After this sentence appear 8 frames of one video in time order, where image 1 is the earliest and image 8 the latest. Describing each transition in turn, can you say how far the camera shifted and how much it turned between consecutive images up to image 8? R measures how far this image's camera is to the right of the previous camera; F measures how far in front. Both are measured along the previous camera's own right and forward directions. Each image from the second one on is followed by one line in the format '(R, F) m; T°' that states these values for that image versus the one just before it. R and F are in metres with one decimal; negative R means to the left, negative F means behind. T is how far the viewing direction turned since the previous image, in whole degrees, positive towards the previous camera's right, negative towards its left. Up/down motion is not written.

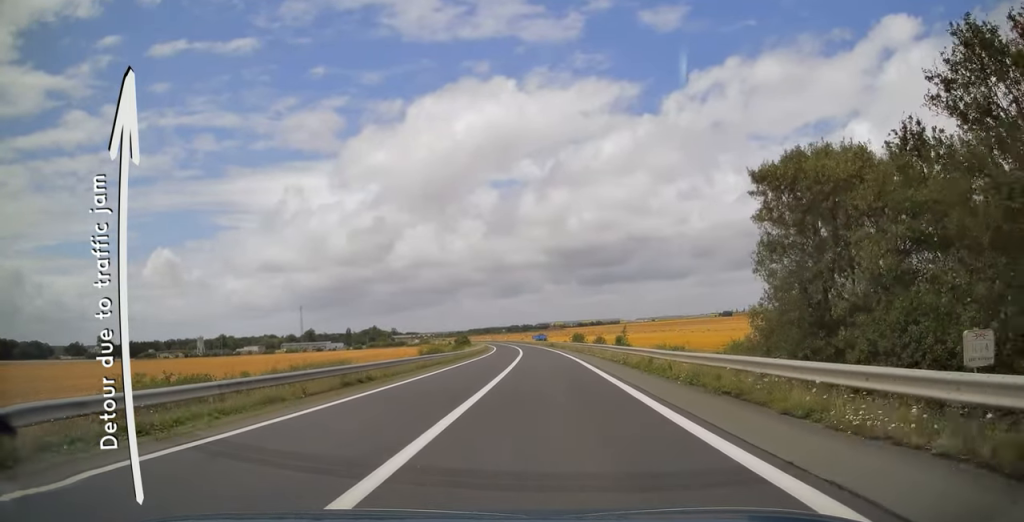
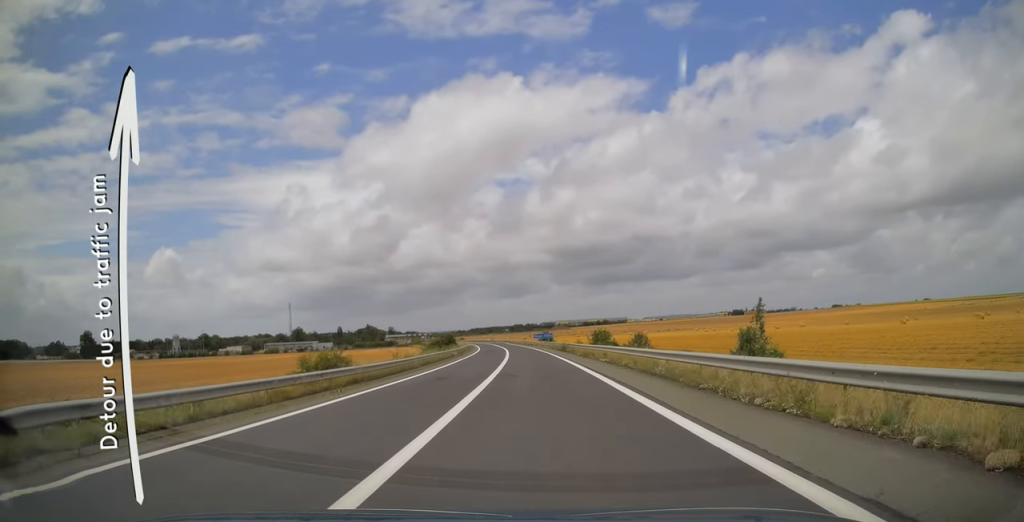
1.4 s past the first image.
(-0.5, +37.4) m; -1°
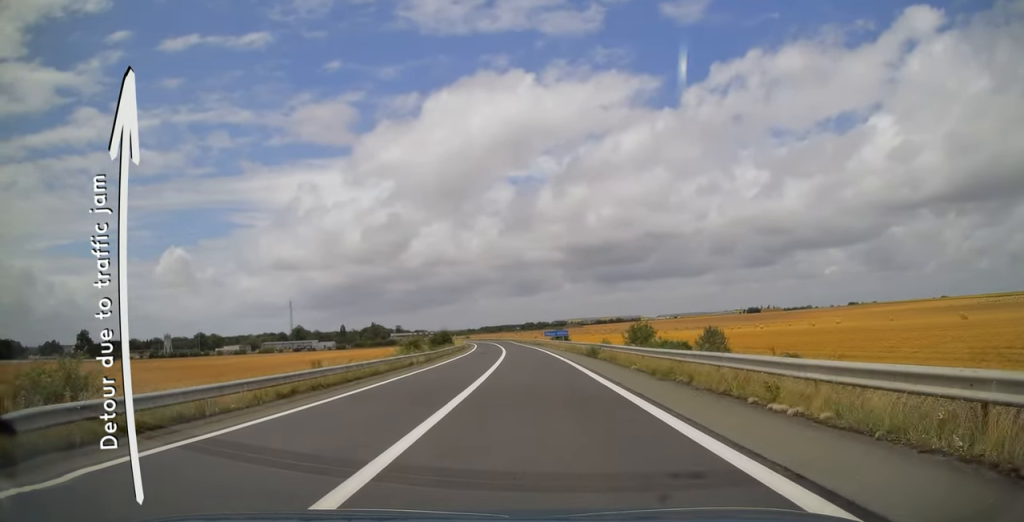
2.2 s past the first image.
(0.0, +23.5) m; -1°
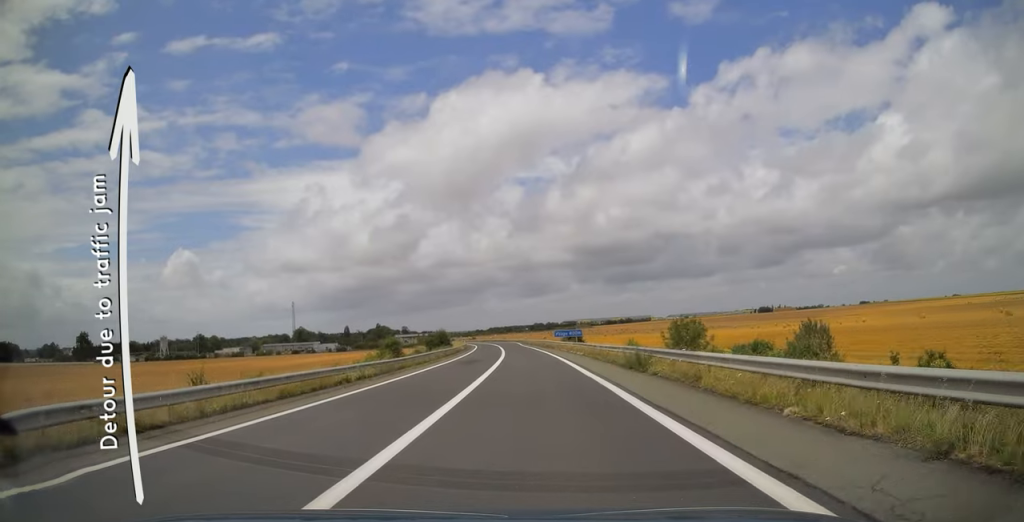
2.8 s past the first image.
(-0.1, +14.0) m; -1°
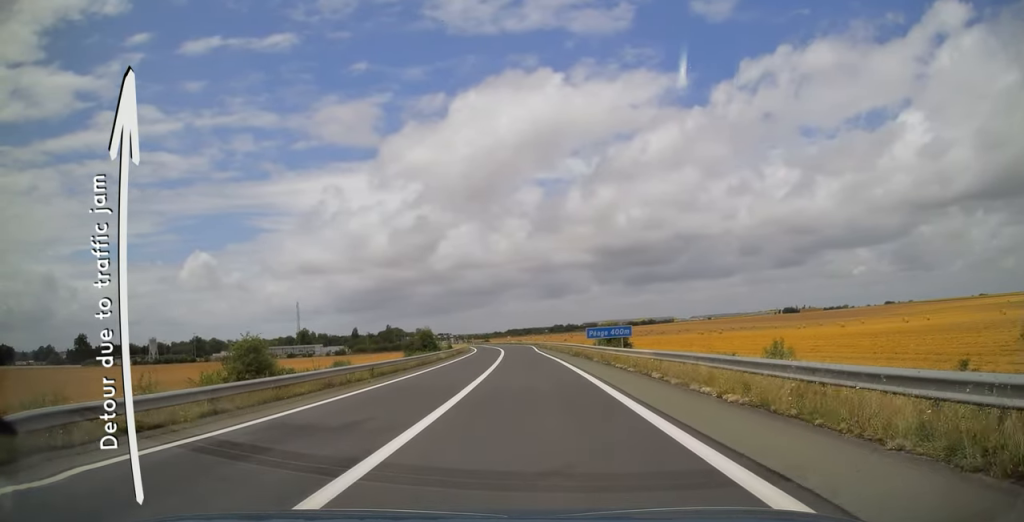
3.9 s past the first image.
(-0.5, +30.6) m; -2°
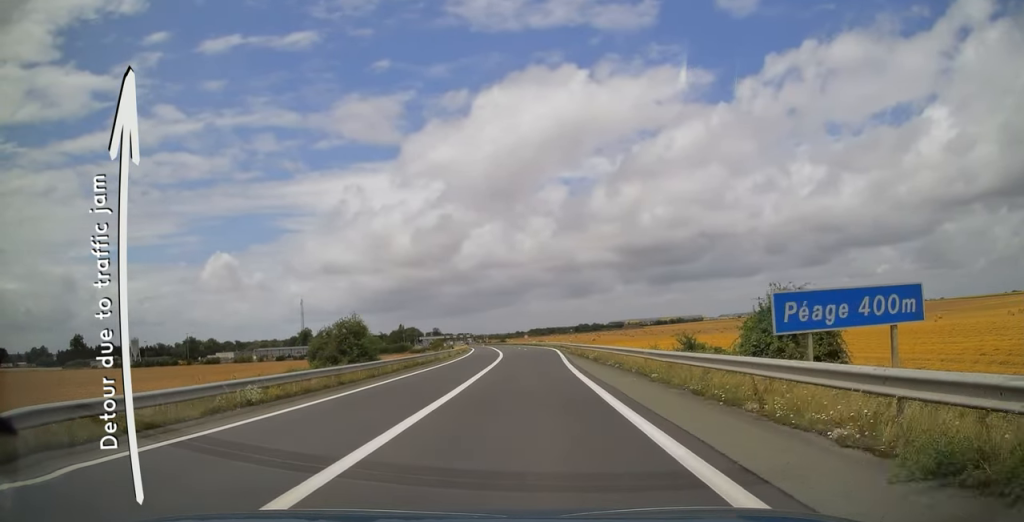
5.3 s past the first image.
(-0.8, +38.6) m; -2°
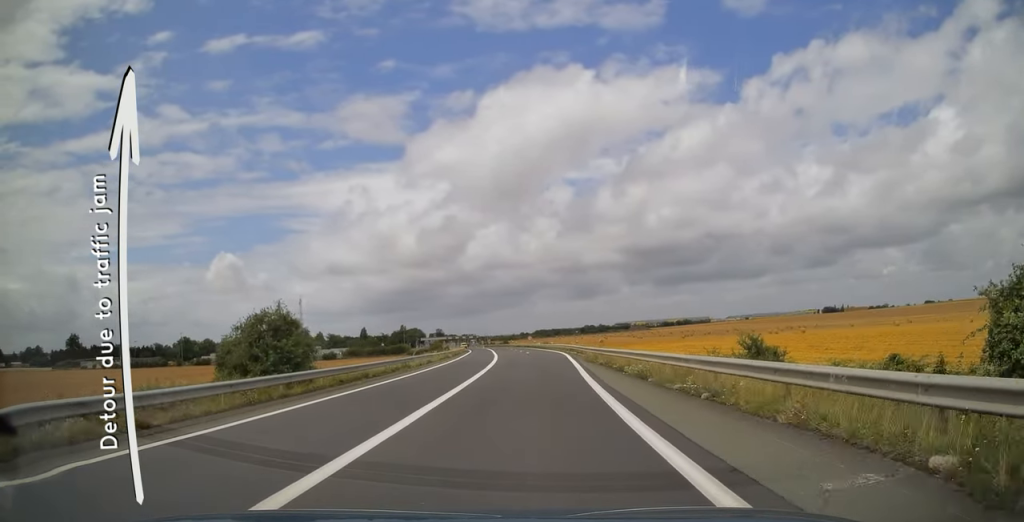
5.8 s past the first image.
(0.0, +13.0) m; 0°
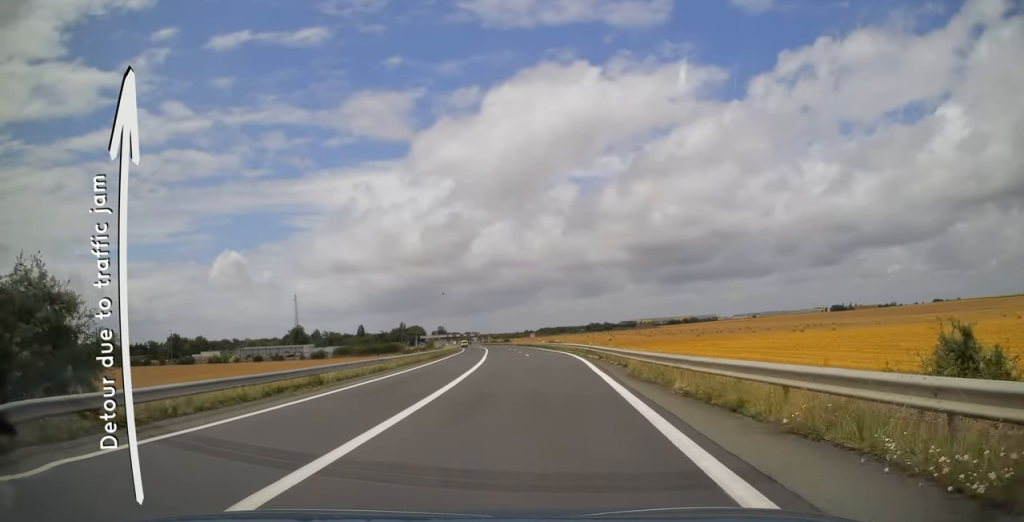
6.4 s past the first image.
(0.0, +16.6) m; -1°
